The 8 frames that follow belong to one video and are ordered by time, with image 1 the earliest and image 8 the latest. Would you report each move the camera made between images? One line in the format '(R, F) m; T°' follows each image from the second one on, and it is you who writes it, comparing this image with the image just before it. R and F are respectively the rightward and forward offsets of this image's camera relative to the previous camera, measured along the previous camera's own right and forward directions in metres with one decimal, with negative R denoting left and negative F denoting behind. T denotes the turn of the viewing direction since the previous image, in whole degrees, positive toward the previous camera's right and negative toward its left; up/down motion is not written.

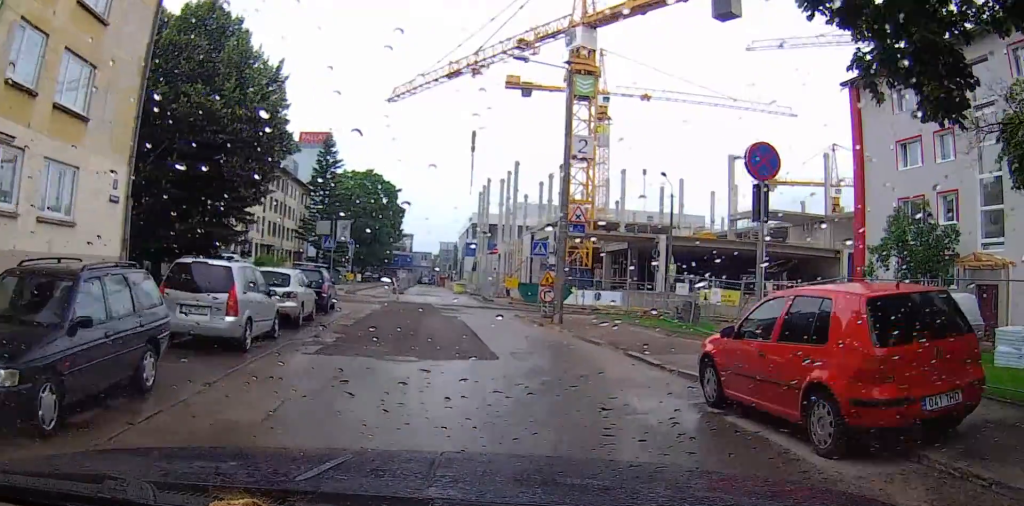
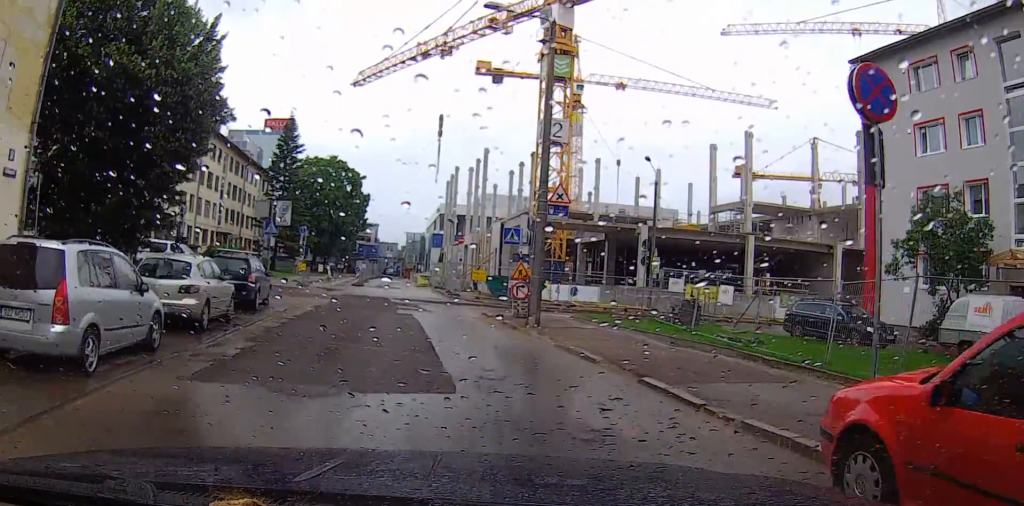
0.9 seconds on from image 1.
(0.0, +5.1) m; -2°
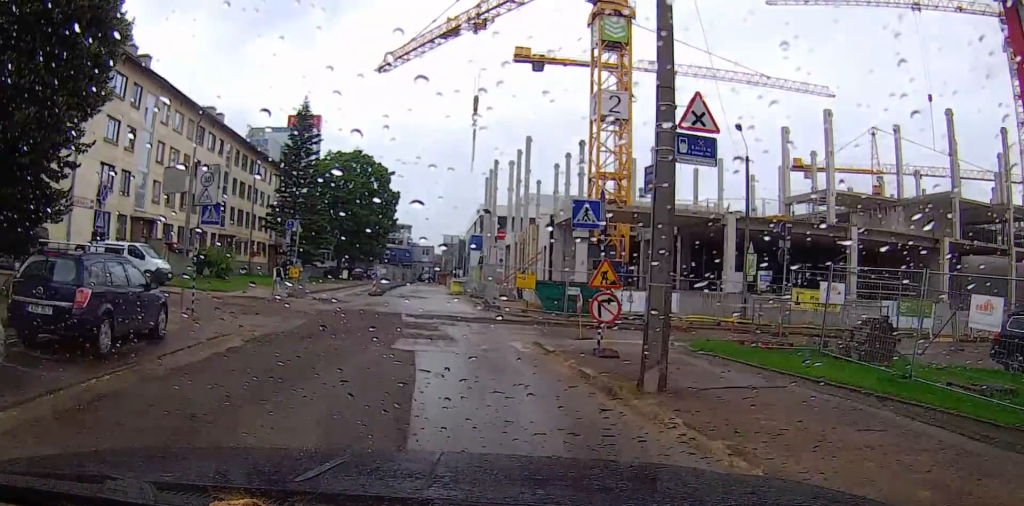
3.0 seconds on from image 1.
(-0.4, +10.8) m; -2°
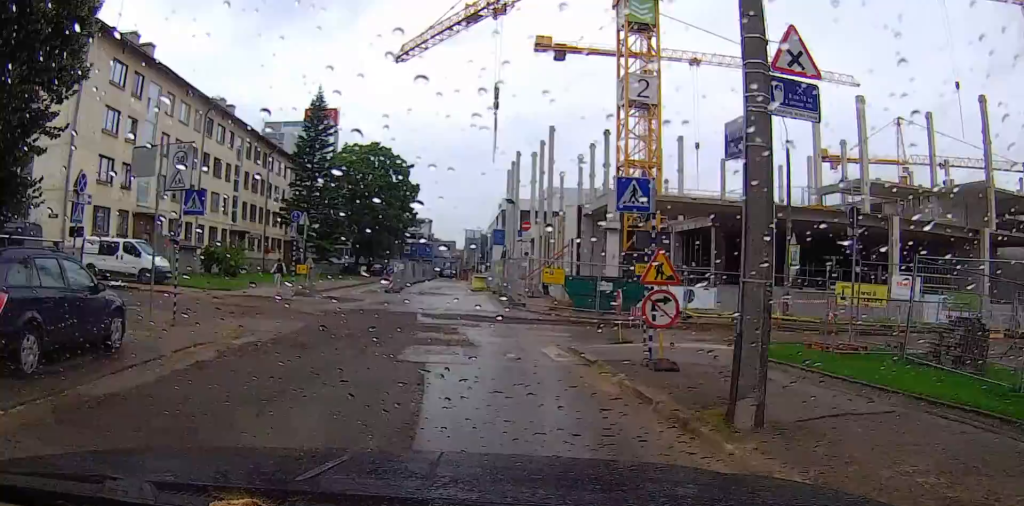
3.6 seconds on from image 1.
(0.0, +2.5) m; +1°
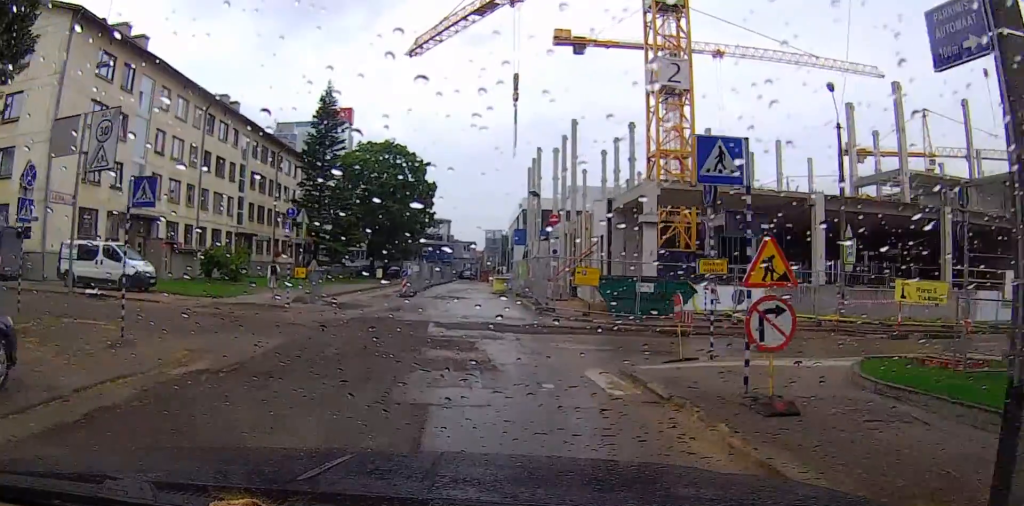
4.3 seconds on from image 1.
(+0.1, +2.9) m; 0°
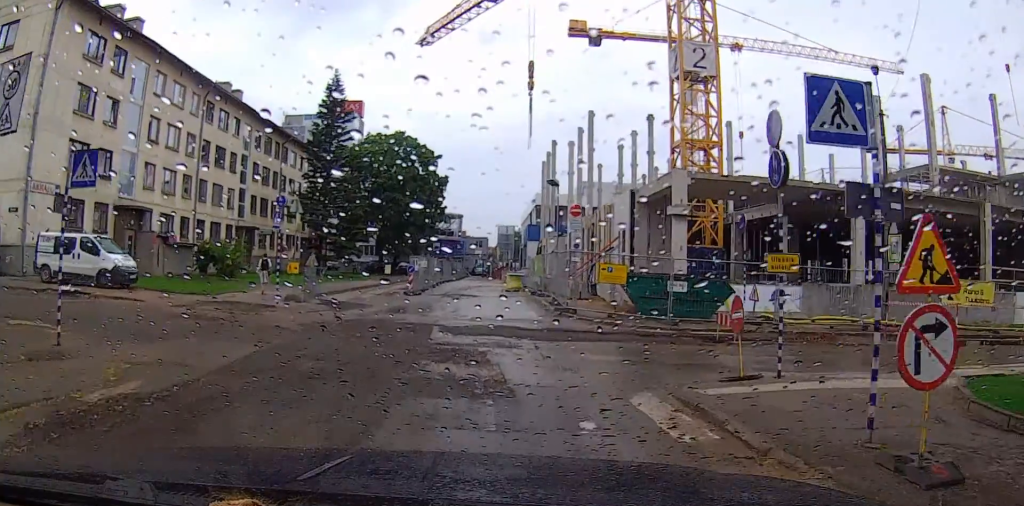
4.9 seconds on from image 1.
(0.0, +2.1) m; -1°
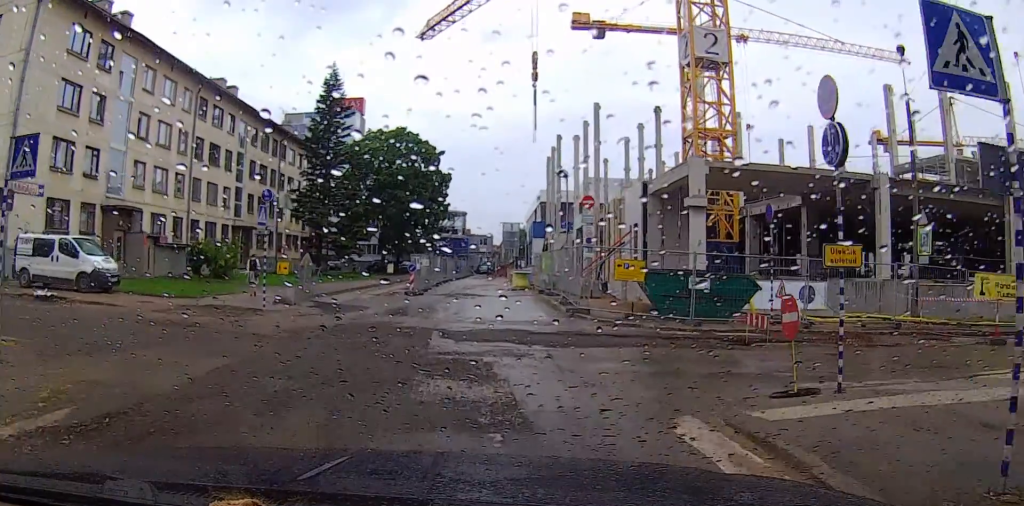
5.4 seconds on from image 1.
(0.0, +1.5) m; -2°
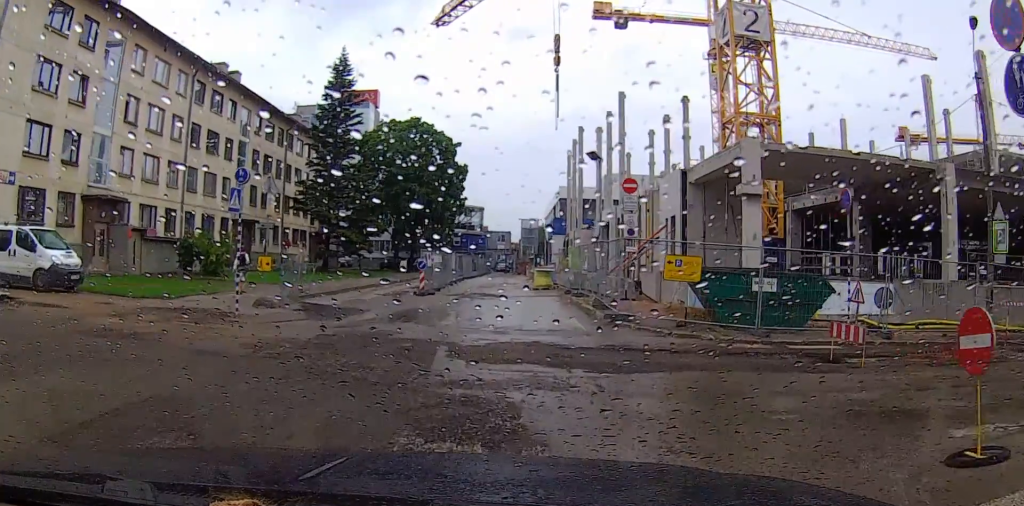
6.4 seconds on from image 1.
(-0.1, +3.6) m; -6°
